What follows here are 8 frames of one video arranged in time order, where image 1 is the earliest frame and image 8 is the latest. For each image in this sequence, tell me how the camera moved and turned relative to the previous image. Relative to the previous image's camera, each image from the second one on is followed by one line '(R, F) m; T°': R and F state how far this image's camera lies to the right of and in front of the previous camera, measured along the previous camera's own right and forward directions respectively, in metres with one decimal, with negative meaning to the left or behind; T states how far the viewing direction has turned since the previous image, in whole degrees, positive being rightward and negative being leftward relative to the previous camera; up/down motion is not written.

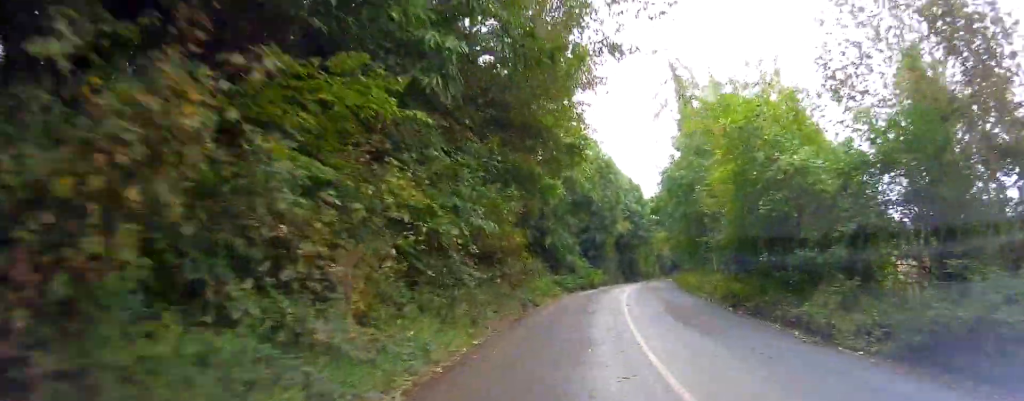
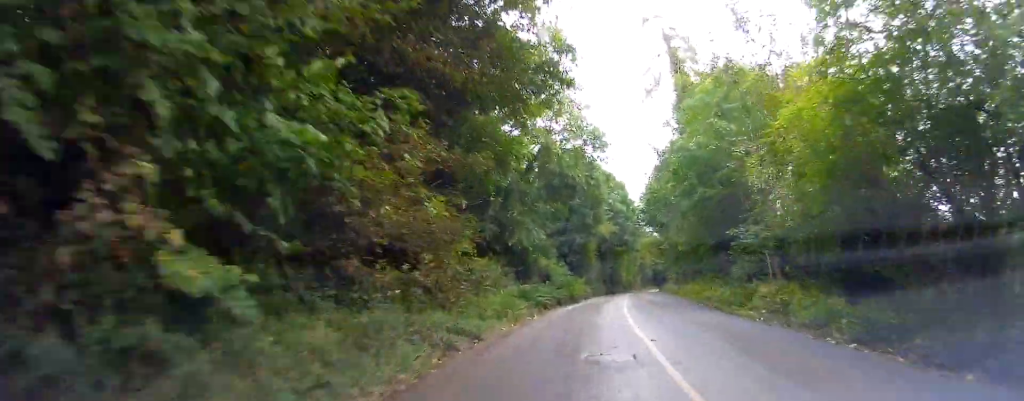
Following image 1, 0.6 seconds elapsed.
(+0.5, +8.7) m; +3°
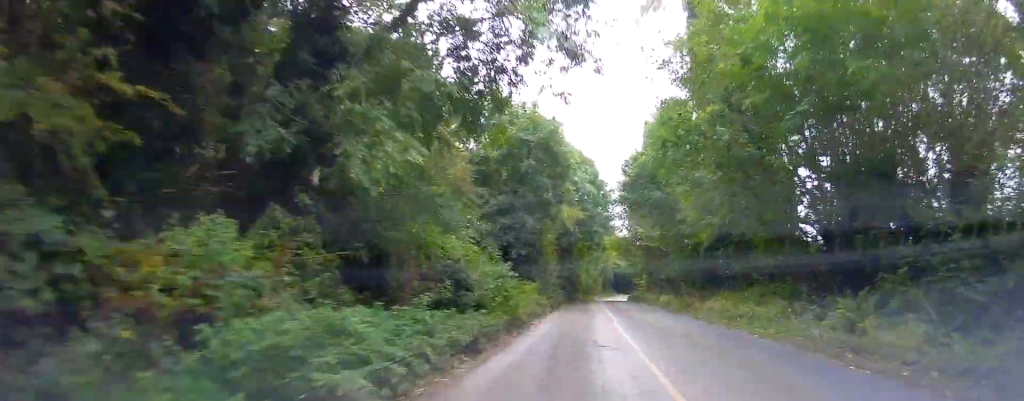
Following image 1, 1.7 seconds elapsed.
(+0.4, +14.1) m; +6°
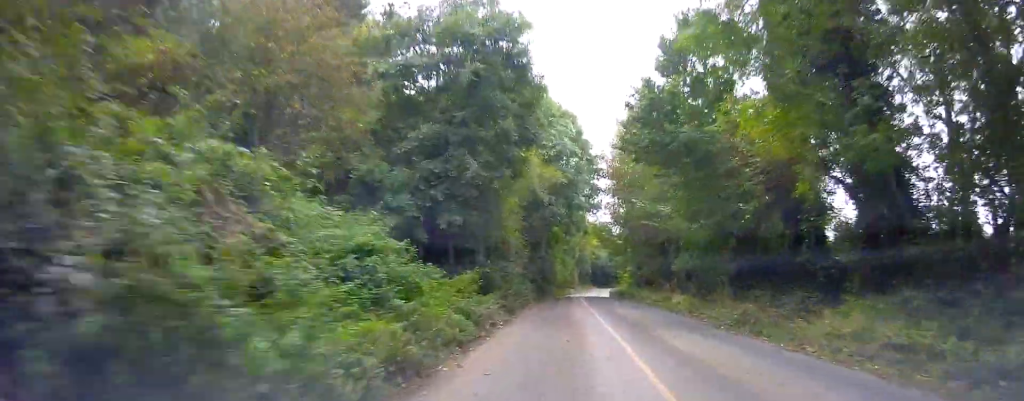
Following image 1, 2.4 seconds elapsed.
(+0.7, +10.4) m; +5°
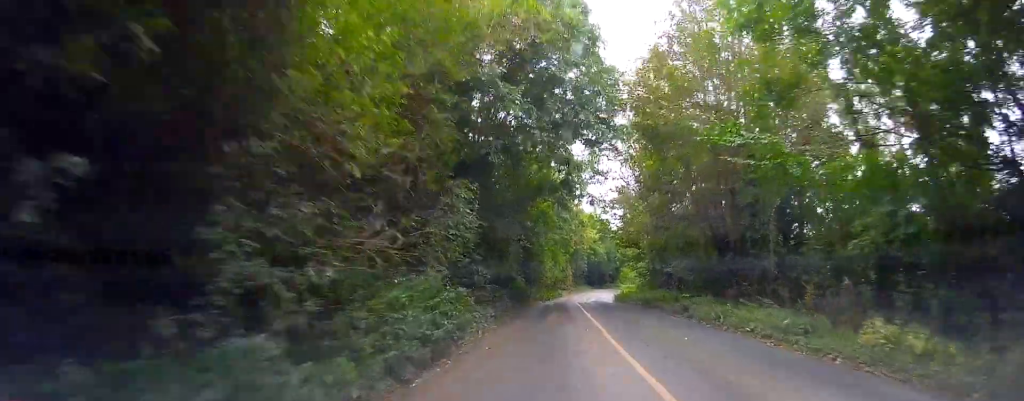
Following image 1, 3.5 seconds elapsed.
(+0.7, +14.6) m; +4°
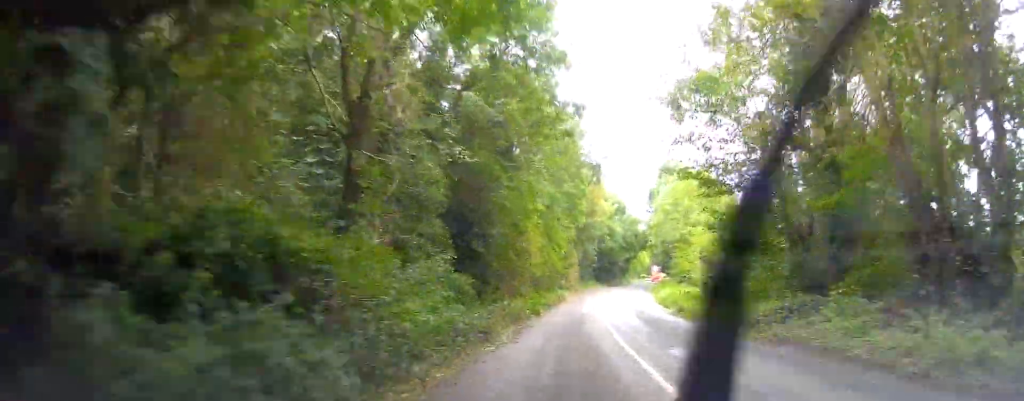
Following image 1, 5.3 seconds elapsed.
(+1.2, +25.7) m; +4°
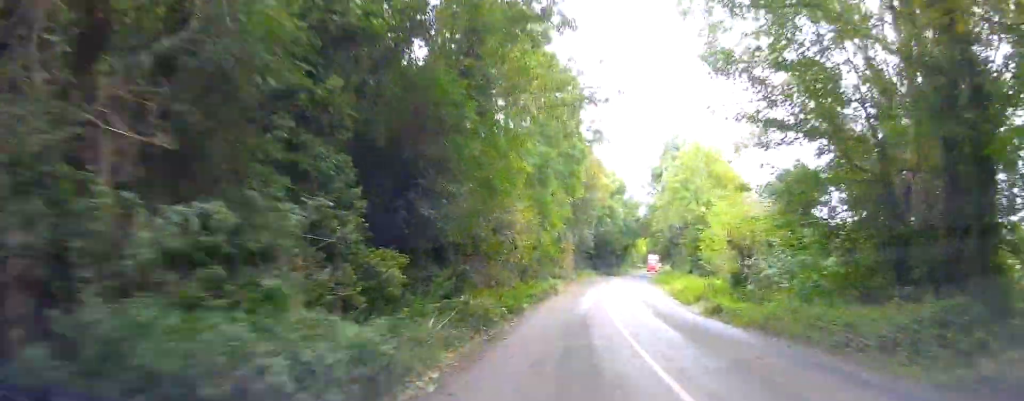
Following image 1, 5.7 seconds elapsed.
(+0.2, +6.6) m; 0°
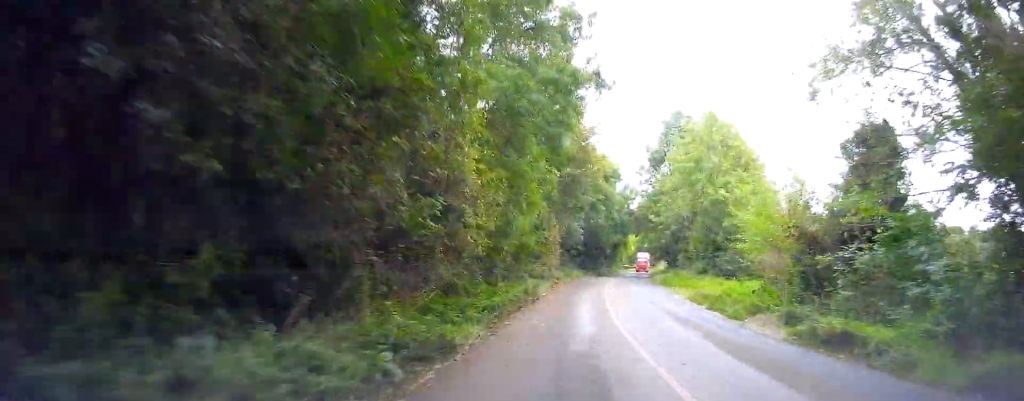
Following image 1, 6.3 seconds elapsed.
(-0.2, +8.8) m; +1°
